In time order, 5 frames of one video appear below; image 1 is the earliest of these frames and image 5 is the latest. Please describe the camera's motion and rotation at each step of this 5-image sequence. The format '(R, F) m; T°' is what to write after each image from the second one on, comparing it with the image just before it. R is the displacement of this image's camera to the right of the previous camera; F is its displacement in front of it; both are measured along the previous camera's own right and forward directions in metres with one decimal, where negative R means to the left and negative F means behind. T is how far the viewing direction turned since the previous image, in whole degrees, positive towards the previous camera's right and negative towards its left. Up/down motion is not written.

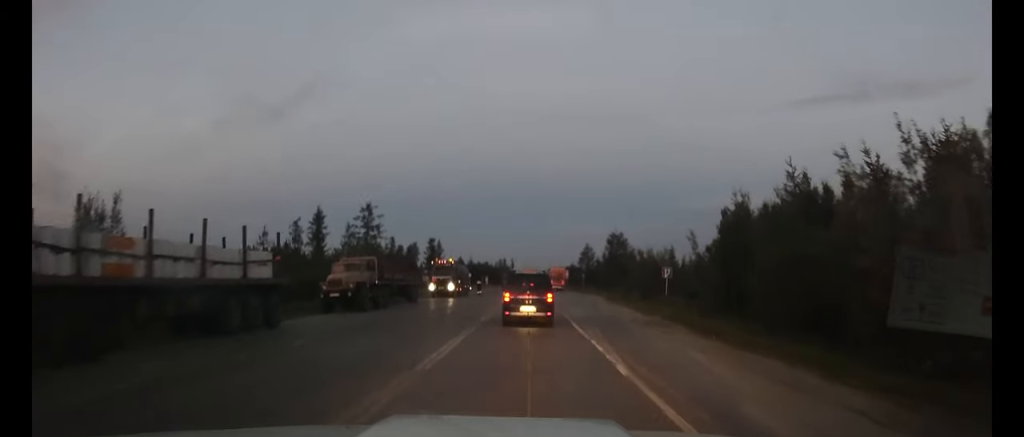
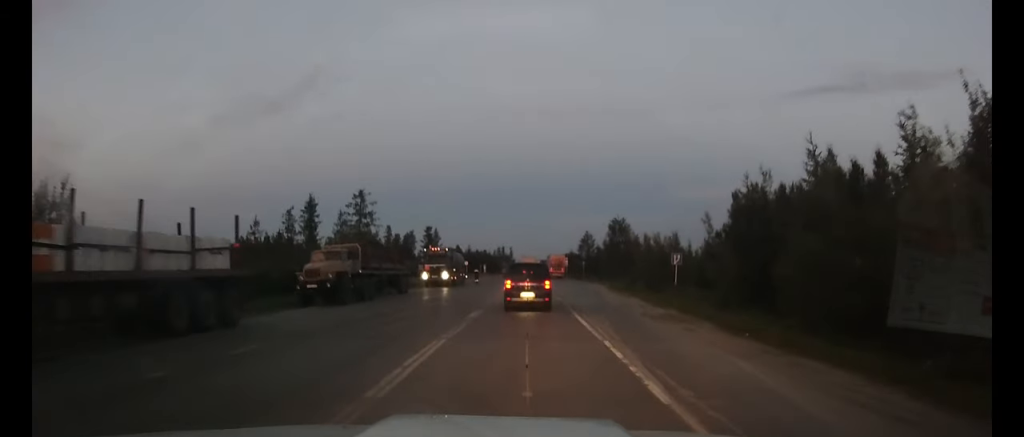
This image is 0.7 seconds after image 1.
(0.0, +3.2) m; 0°
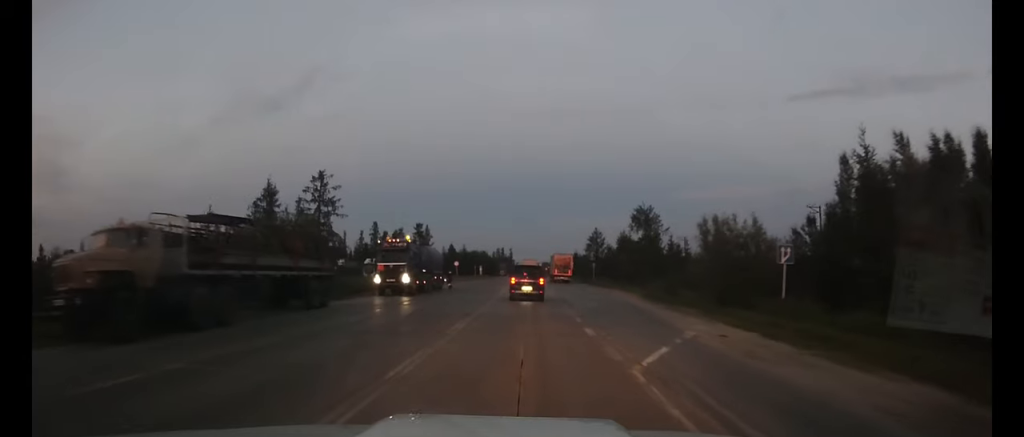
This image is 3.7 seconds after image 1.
(+0.1, +15.8) m; 0°
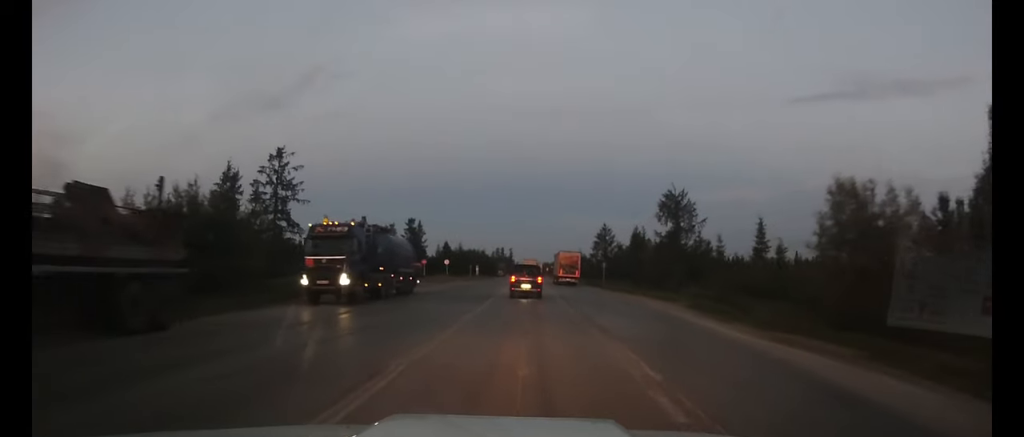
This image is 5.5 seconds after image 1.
(-0.1, +11.2) m; 0°
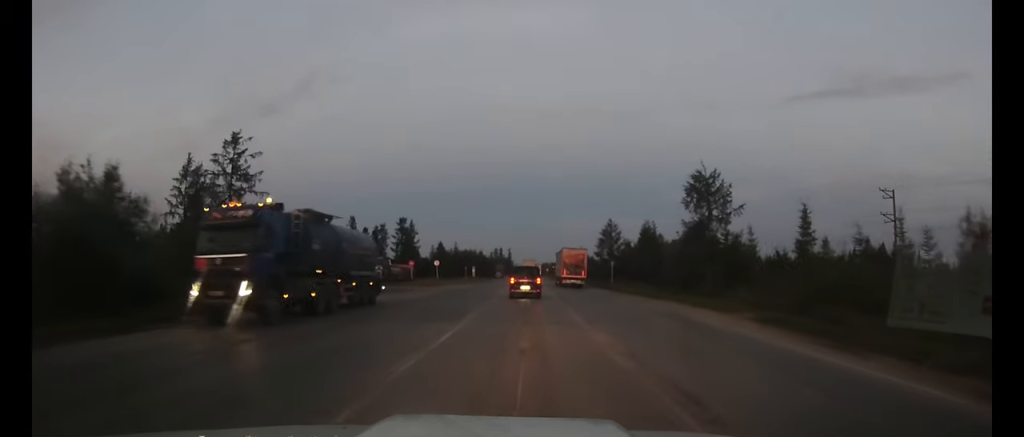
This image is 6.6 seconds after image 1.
(0.0, +8.2) m; 0°
